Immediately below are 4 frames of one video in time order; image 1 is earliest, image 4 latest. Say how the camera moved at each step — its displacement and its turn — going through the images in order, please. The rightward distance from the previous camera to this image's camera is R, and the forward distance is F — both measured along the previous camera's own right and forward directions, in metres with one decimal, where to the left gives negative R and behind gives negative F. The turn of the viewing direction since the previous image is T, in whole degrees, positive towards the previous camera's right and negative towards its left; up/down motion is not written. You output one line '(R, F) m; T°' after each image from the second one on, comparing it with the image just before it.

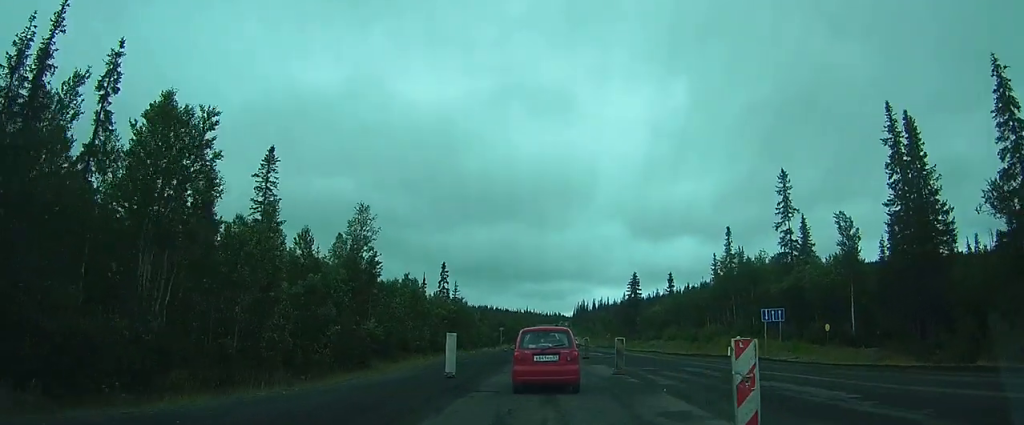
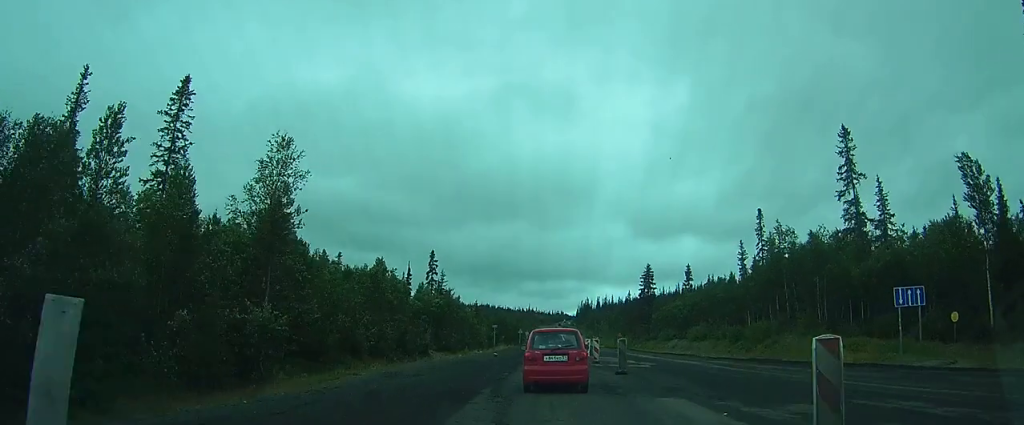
(+0.2, +12.4) m; +1°
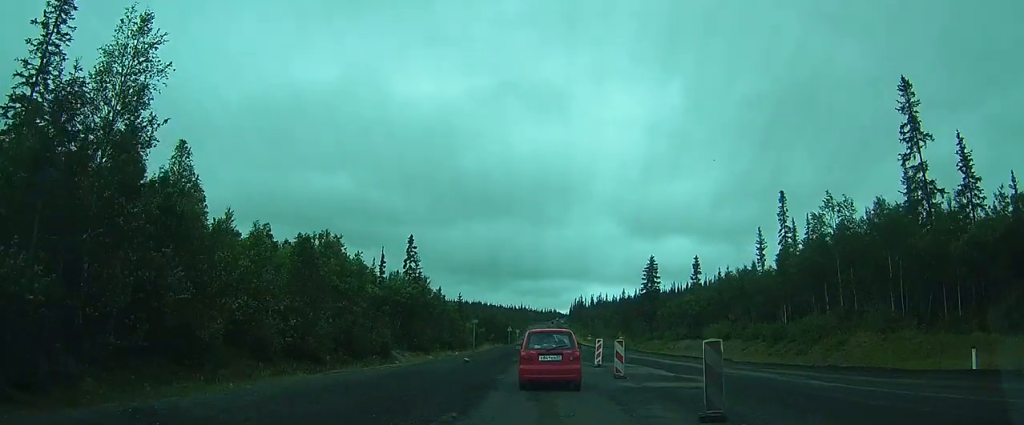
(-0.3, +10.0) m; -6°
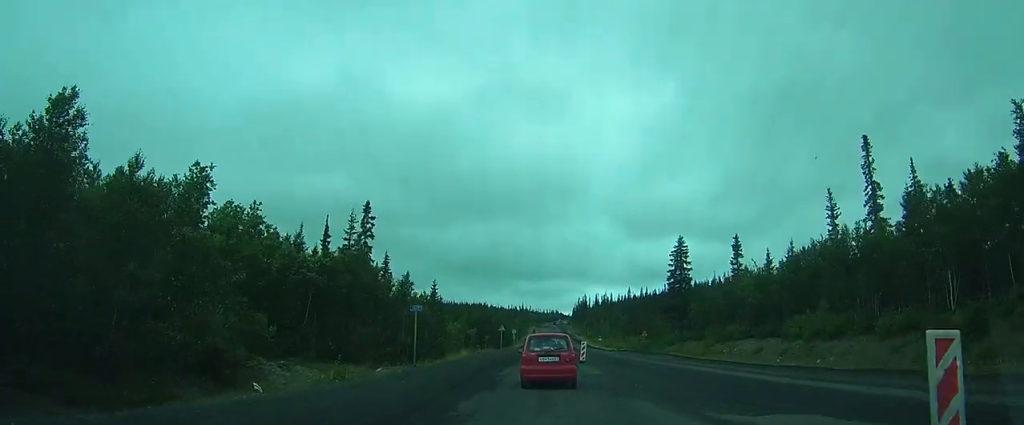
(-0.4, +19.4) m; 0°
